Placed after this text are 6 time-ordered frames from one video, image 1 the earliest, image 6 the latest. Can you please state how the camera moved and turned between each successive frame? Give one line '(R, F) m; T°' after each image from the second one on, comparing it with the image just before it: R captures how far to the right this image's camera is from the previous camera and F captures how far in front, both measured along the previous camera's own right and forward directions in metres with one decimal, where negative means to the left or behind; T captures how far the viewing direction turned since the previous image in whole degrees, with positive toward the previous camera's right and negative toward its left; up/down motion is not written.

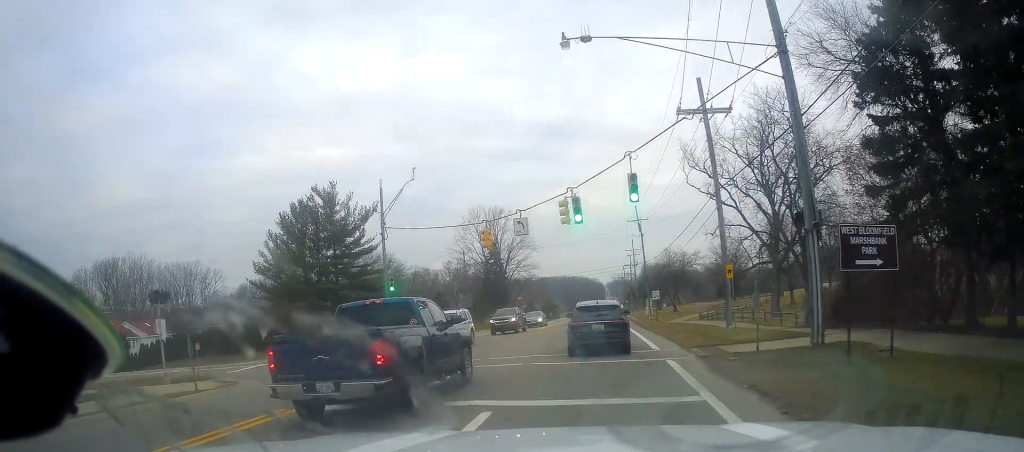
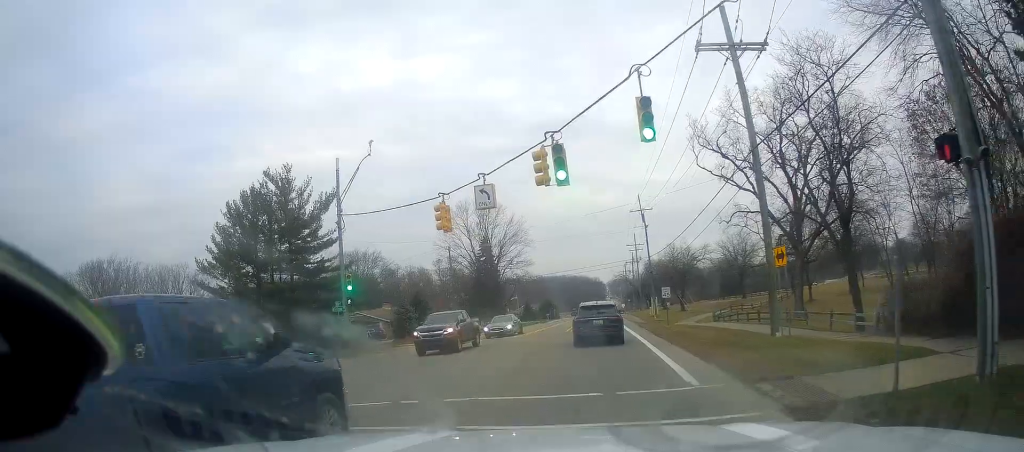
(0.0, +7.5) m; -5°
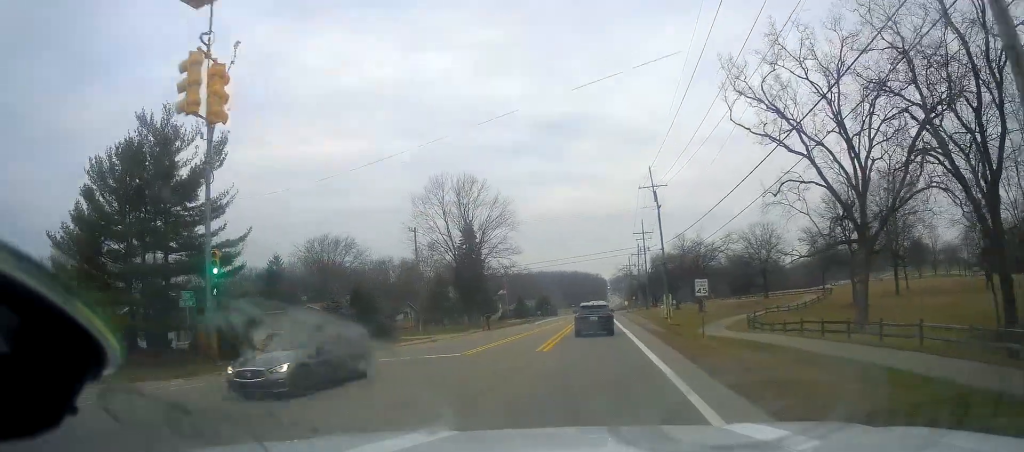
(-0.4, +14.9) m; 0°
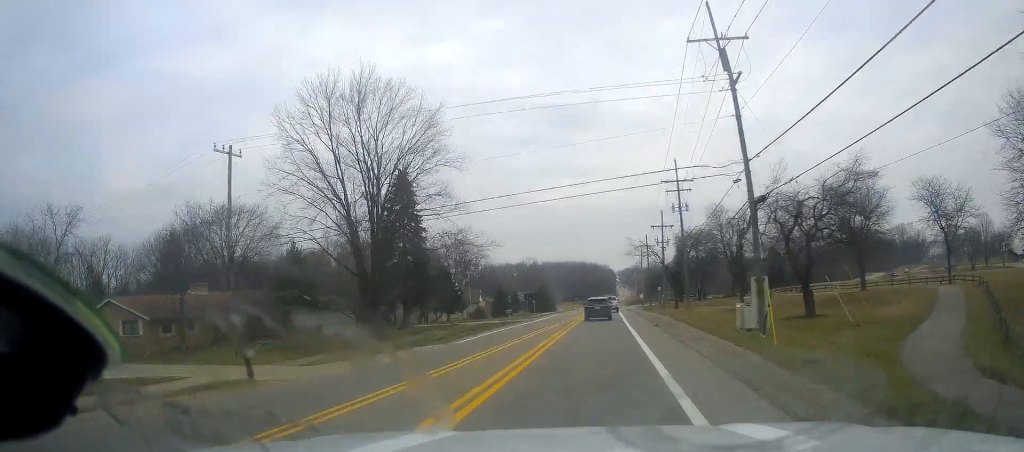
(+0.9, +33.7) m; +3°
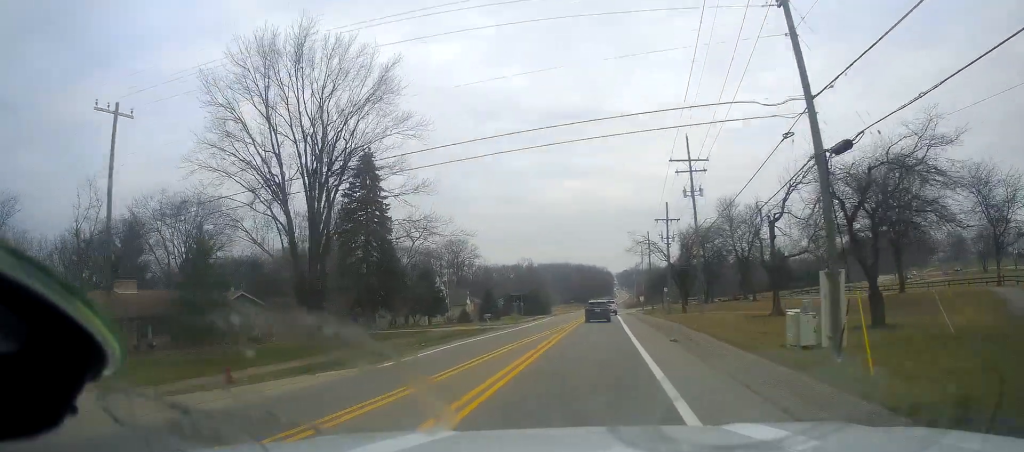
(-0.2, +9.1) m; -2°
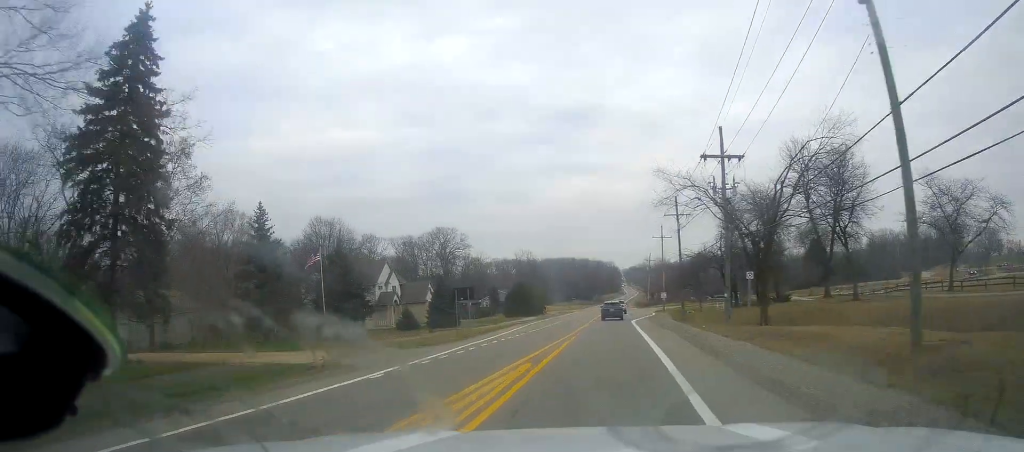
(-0.5, +30.5) m; +1°
